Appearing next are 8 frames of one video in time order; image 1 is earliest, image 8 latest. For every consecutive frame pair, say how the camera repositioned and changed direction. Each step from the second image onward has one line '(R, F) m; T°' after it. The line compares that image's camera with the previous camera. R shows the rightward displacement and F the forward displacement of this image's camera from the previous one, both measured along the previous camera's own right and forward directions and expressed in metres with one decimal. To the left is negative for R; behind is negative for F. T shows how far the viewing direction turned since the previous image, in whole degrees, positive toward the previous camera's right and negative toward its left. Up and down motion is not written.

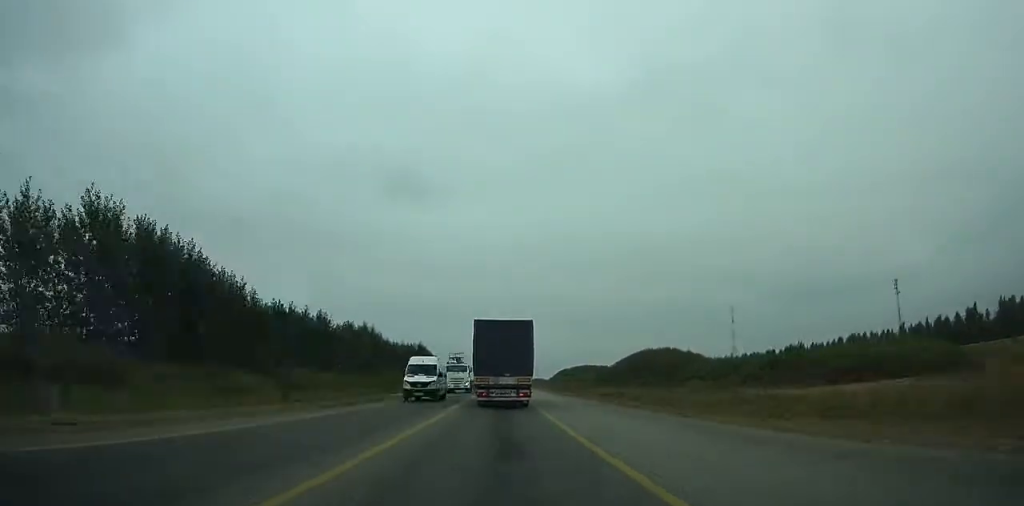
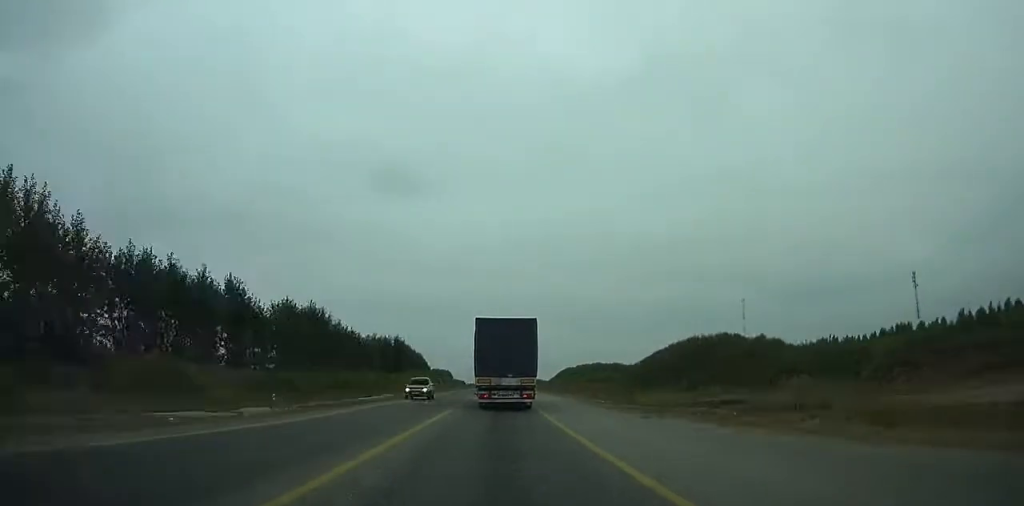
(+0.2, +35.2) m; +1°
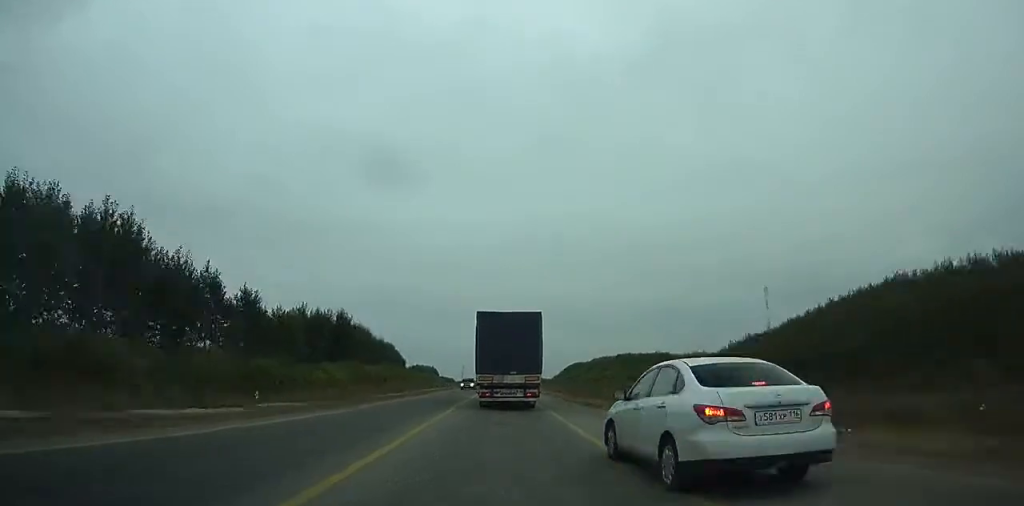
(+0.3, +52.7) m; +1°
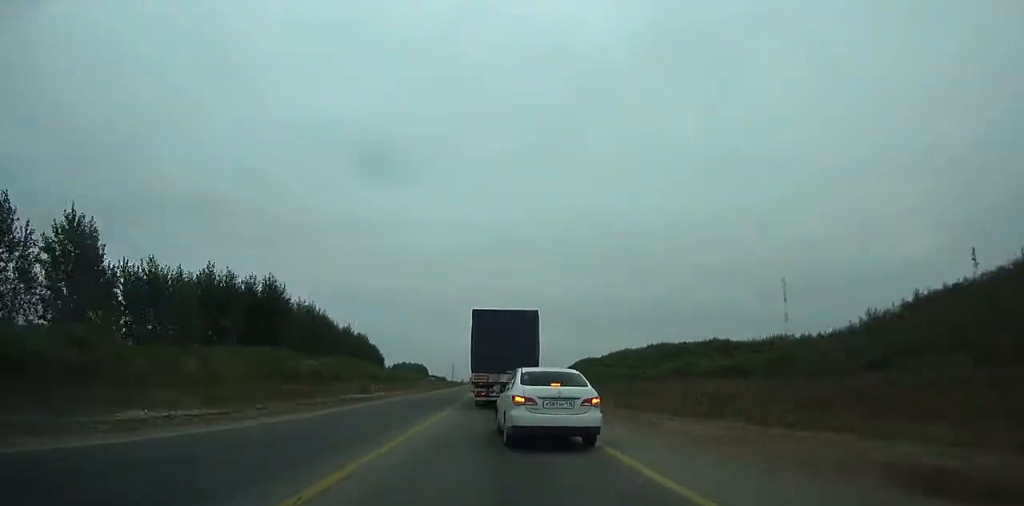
(+0.2, +34.8) m; +1°
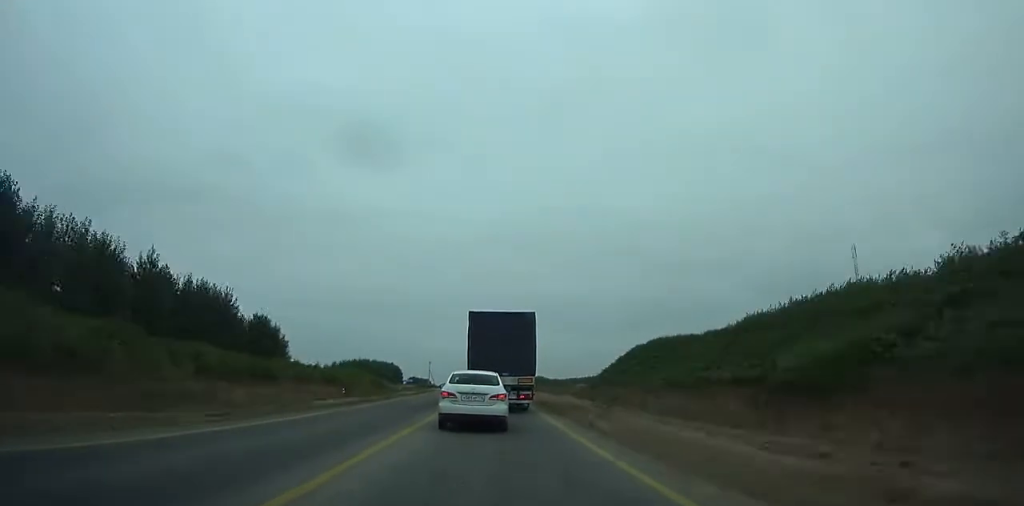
(+1.0, +87.6) m; +1°
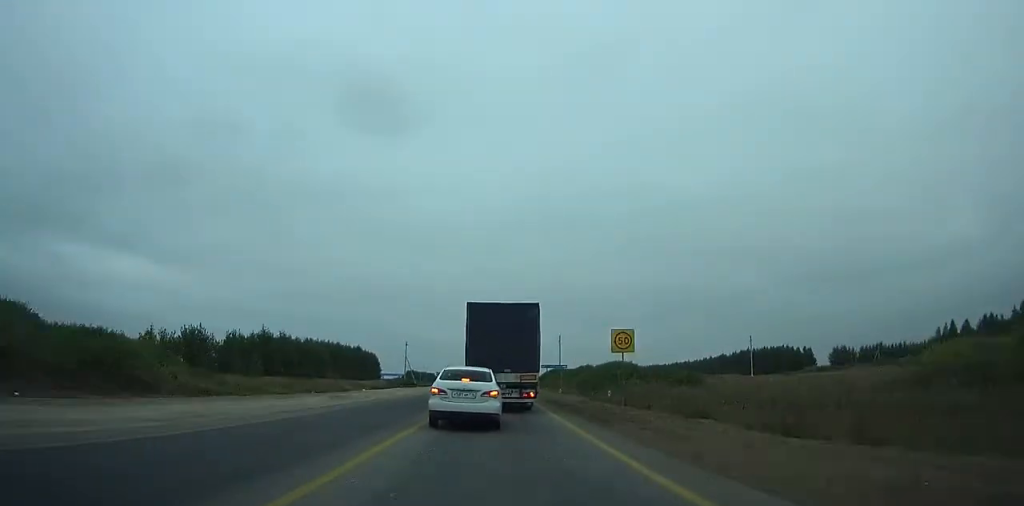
(-0.2, +110.9) m; -1°
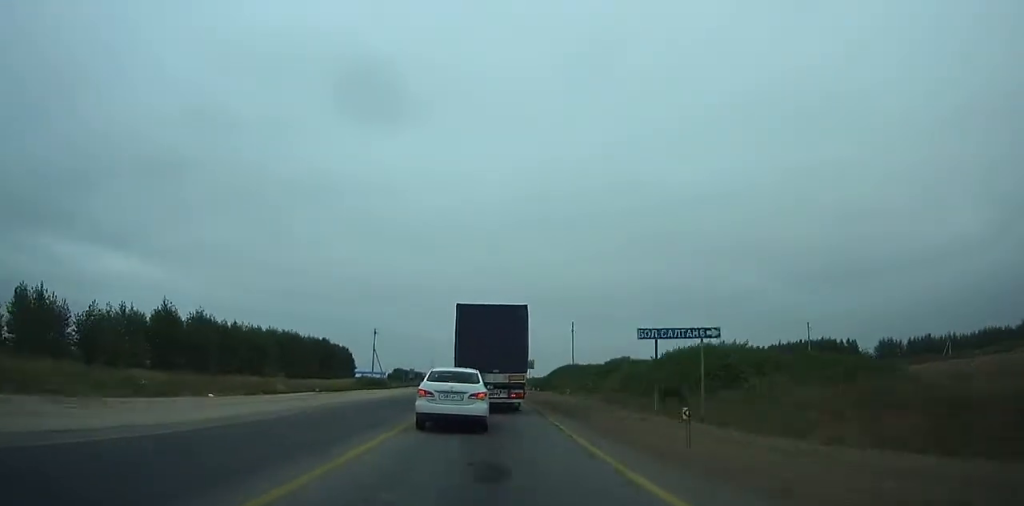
(-0.2, +41.1) m; 0°
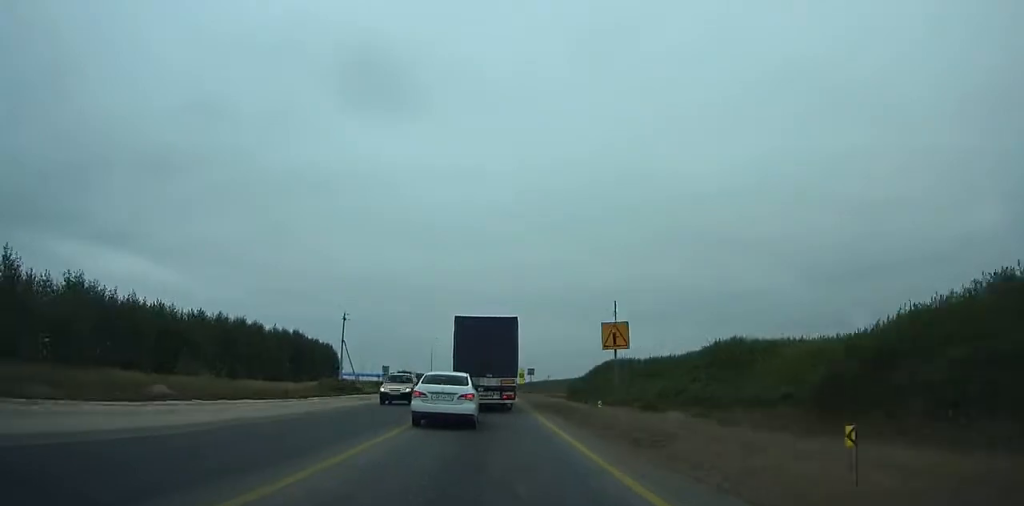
(-0.2, +40.9) m; -1°
